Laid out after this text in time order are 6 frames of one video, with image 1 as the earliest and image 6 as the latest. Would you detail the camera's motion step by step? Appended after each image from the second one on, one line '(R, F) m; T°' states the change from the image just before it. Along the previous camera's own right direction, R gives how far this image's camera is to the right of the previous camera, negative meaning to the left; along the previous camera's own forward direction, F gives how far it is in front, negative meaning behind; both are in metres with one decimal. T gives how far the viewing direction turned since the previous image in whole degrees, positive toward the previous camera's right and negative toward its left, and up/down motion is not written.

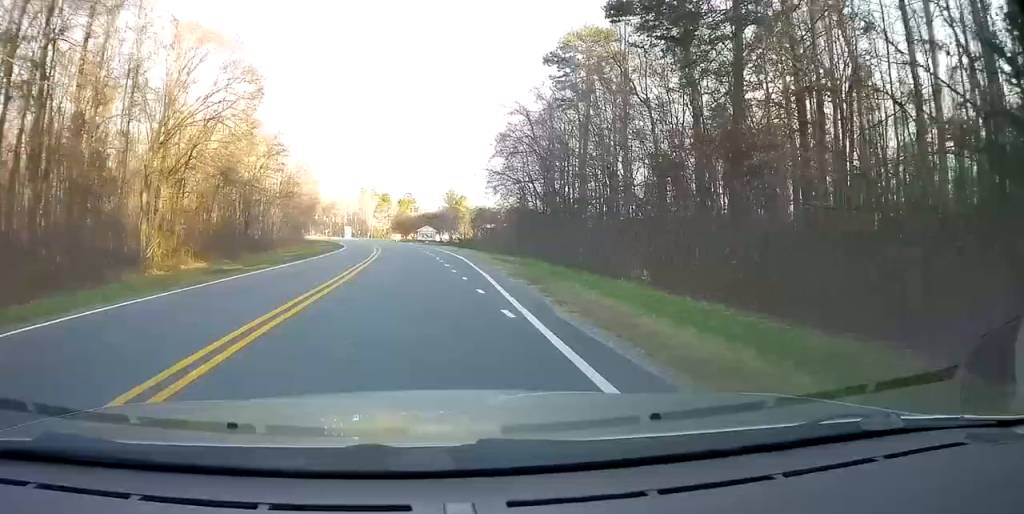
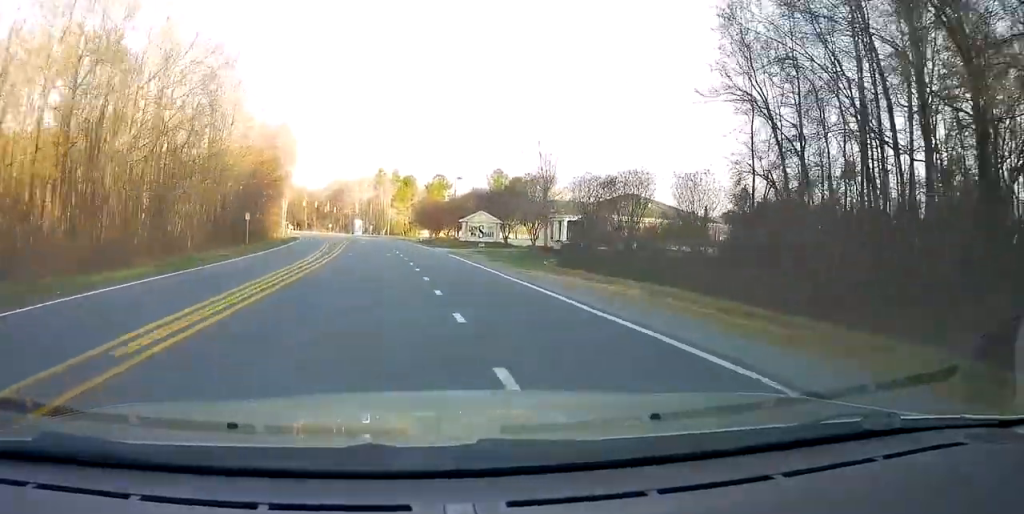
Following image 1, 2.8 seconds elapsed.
(-0.9, +59.6) m; -1°
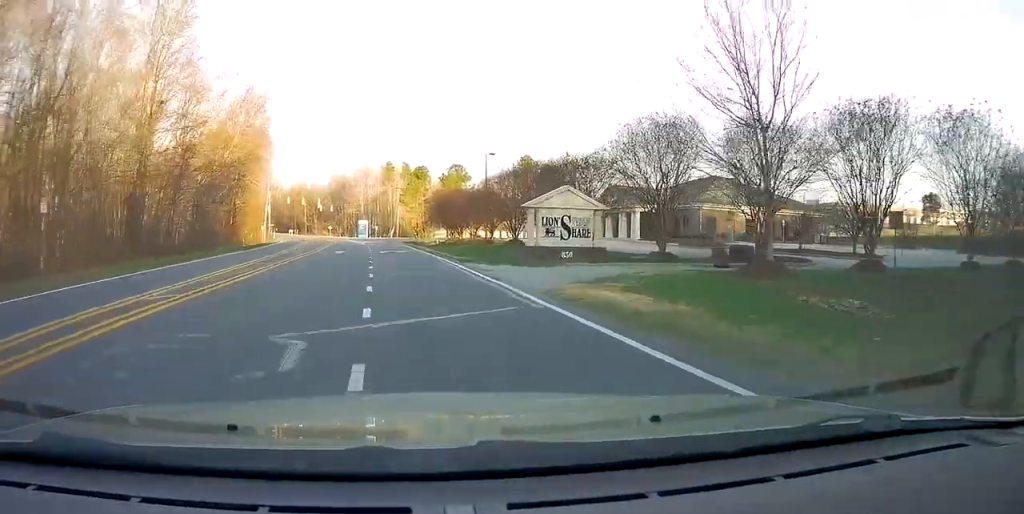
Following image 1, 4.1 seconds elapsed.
(+0.5, +26.1) m; 0°
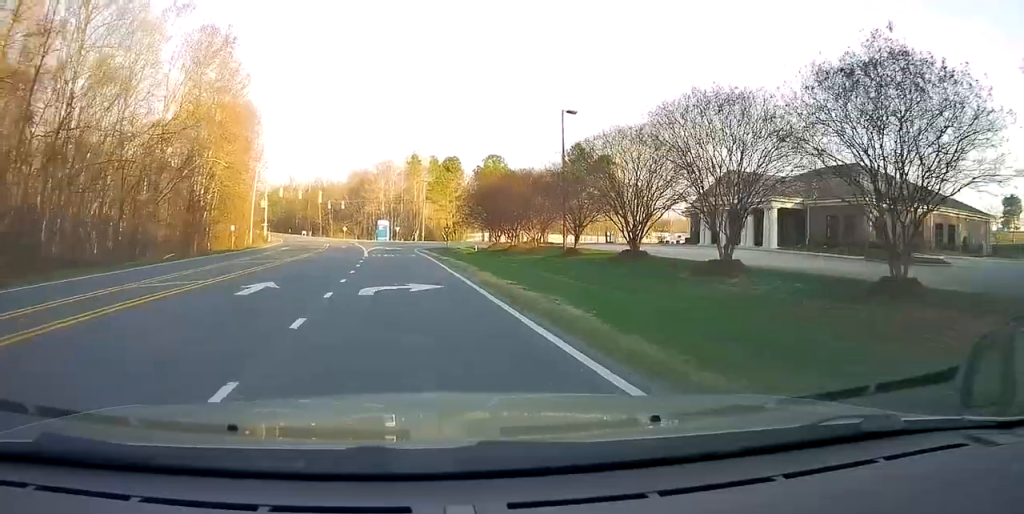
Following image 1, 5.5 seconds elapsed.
(-0.4, +23.5) m; -1°
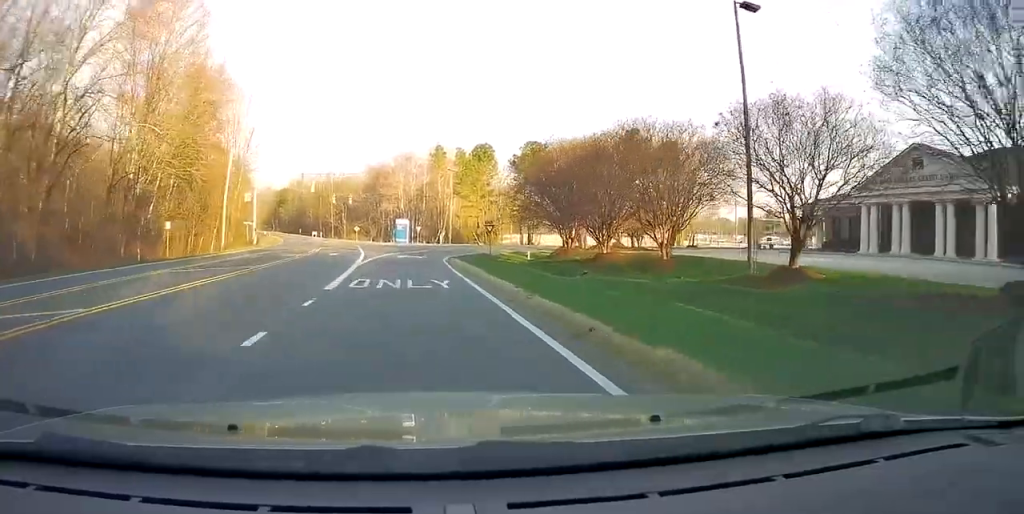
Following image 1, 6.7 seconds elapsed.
(-0.4, +20.3) m; -2°
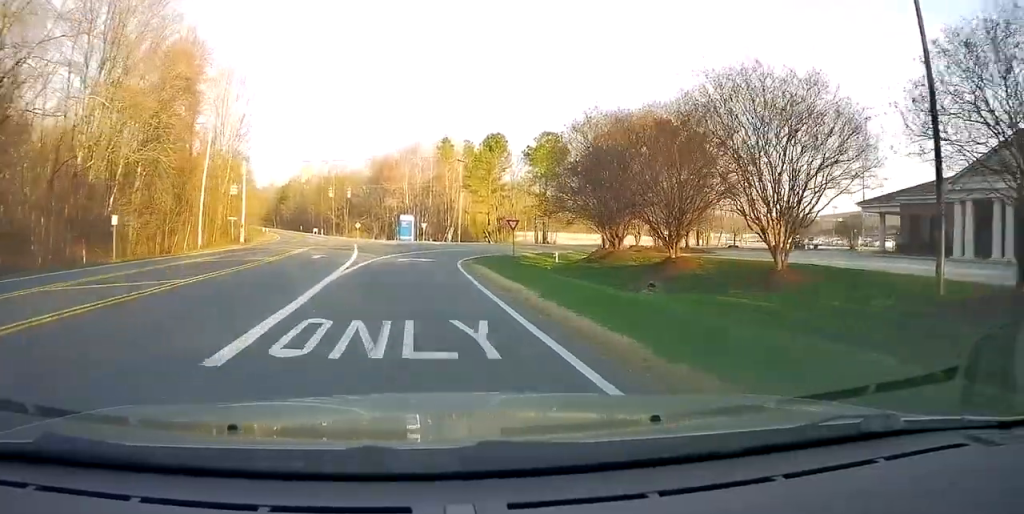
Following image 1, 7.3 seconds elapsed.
(-0.2, +8.0) m; -1°
